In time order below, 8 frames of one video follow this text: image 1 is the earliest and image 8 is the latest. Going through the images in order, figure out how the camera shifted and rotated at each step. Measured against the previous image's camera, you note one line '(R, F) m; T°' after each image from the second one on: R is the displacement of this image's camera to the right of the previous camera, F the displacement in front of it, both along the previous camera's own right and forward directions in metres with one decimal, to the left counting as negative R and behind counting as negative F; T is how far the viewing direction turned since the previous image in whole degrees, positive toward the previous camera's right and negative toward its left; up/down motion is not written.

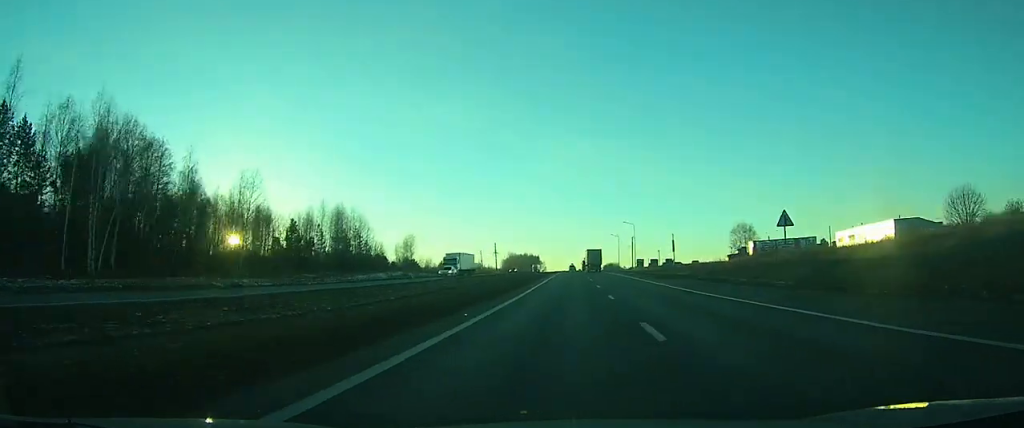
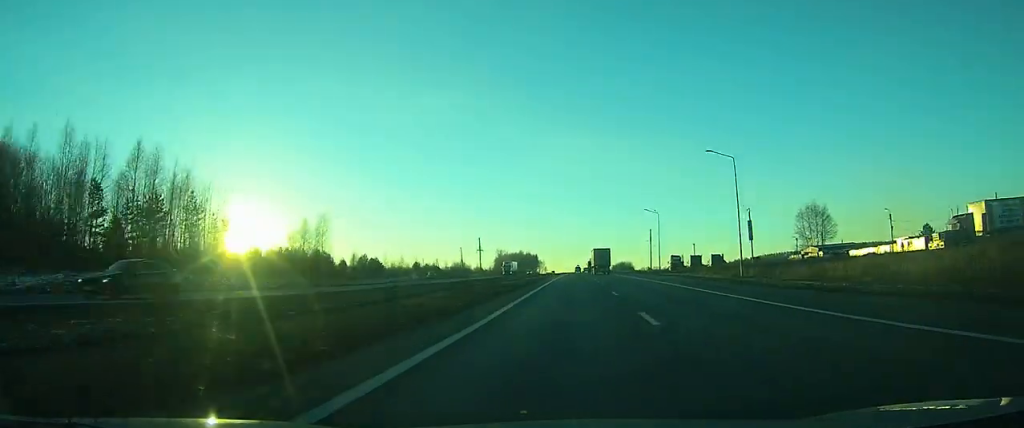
(0.0, +76.2) m; 0°
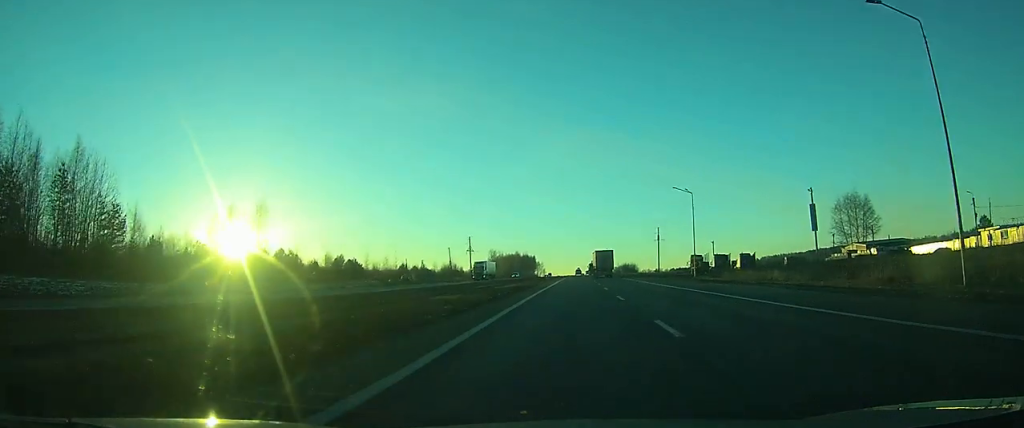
(0.0, +24.8) m; 0°
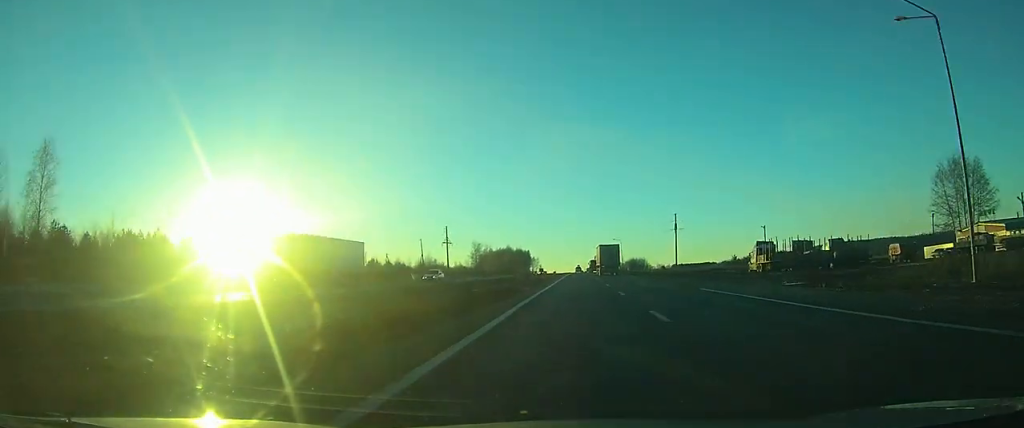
(-0.1, +42.0) m; 0°
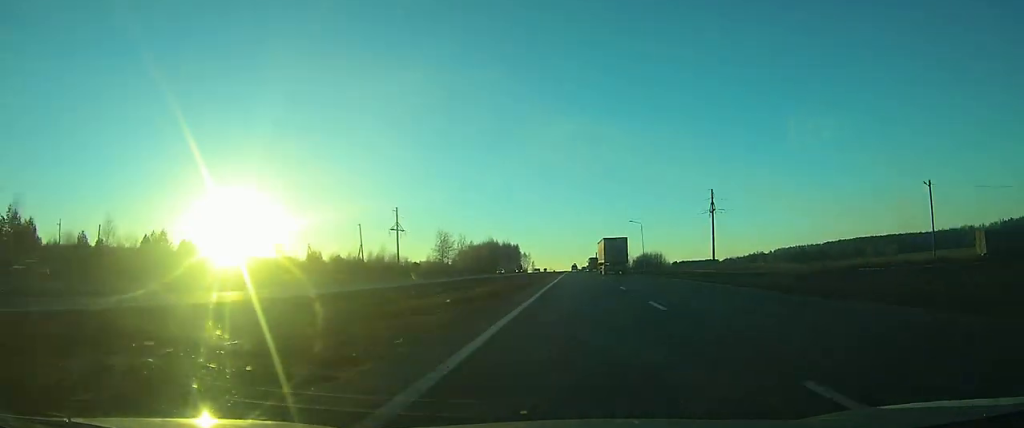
(-0.1, +54.7) m; 0°
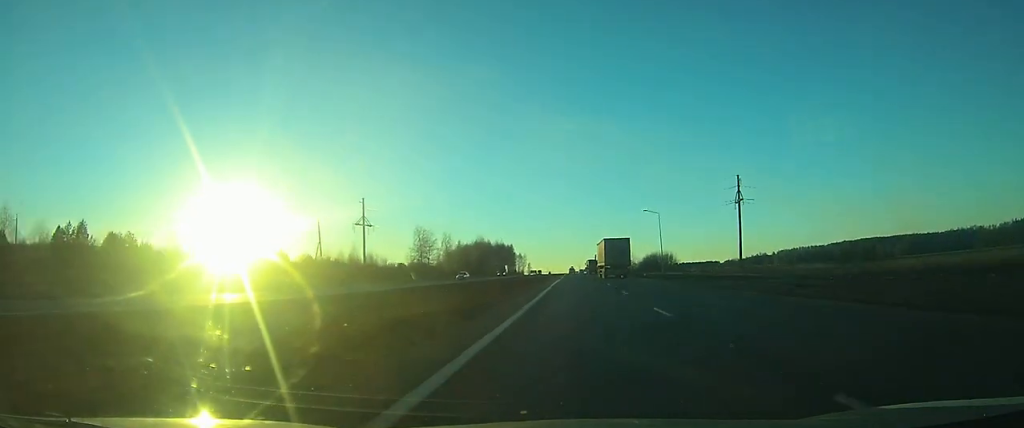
(-0.1, +24.4) m; 0°
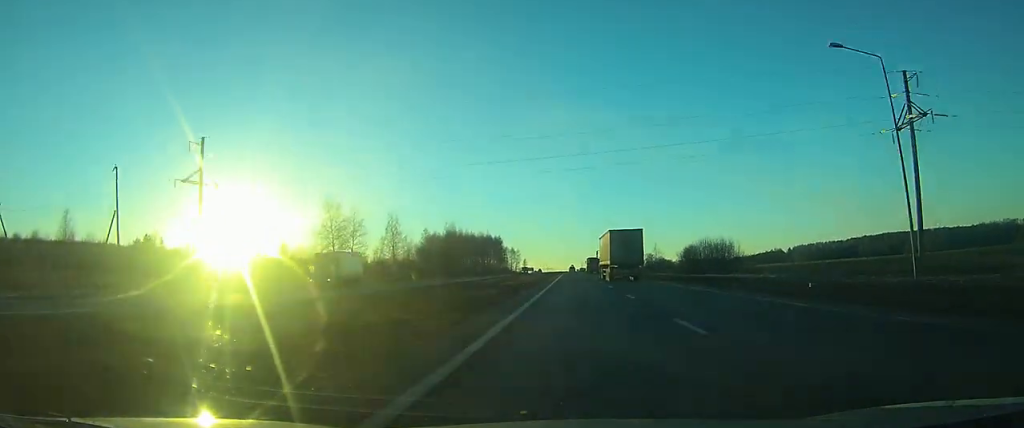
(+0.1, +68.9) m; 0°
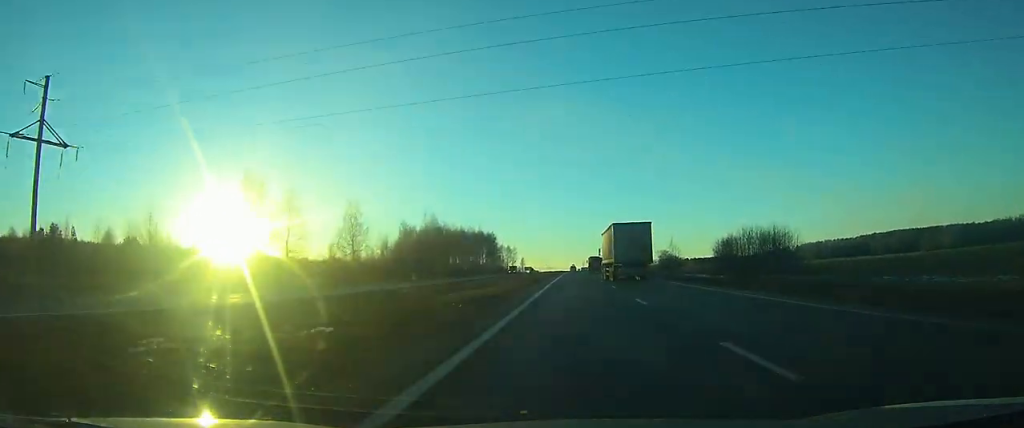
(-0.1, +30.1) m; 0°
